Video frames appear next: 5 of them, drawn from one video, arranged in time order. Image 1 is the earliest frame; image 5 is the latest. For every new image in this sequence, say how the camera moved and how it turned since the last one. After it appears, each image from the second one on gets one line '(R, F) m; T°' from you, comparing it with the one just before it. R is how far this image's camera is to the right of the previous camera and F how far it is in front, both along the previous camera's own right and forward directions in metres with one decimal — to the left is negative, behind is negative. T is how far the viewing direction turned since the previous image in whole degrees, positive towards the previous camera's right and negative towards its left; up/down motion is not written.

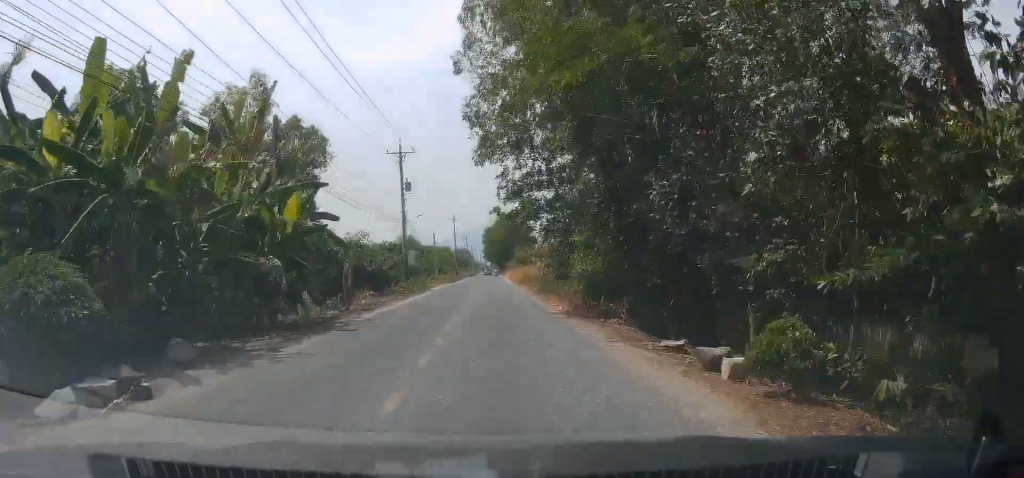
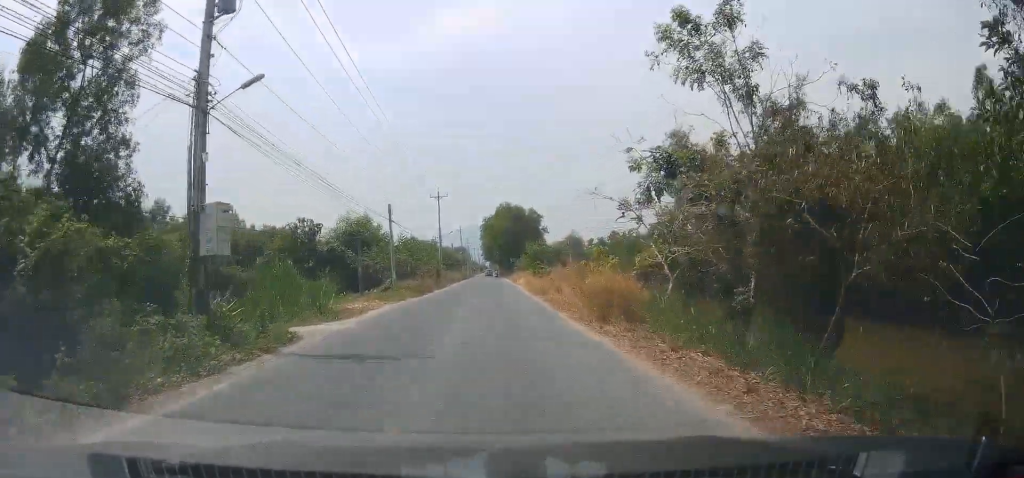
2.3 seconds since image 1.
(-0.3, +33.9) m; 0°
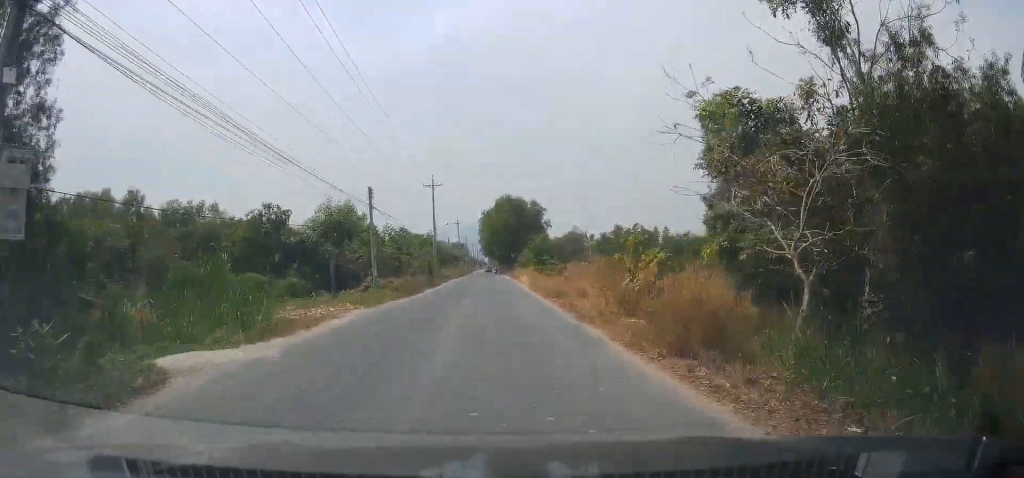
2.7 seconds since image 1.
(0.0, +6.5) m; 0°
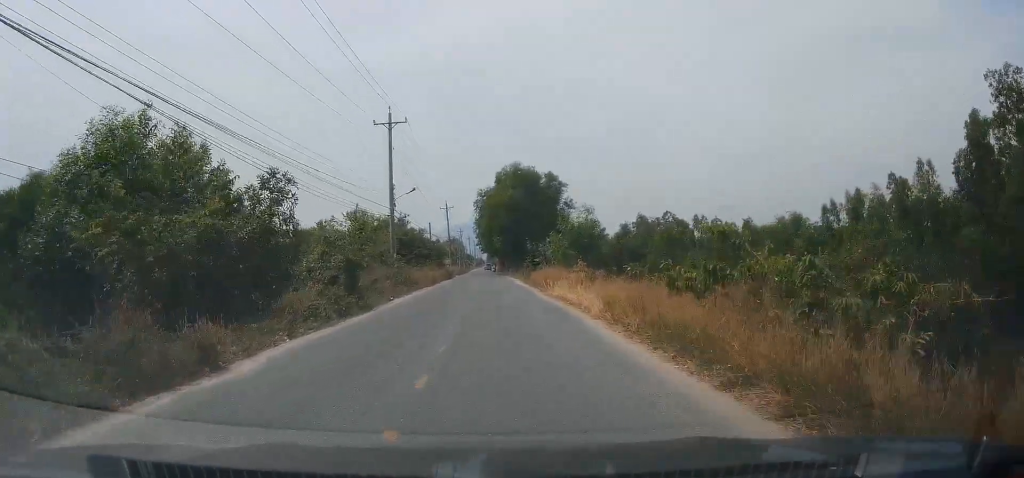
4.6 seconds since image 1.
(0.0, +29.1) m; 0°
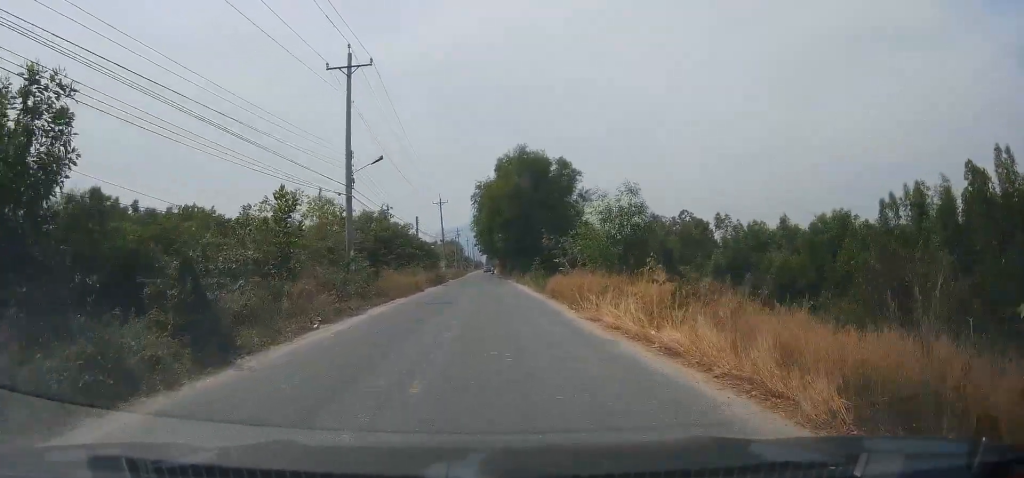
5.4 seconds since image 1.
(-0.1, +12.1) m; 0°
